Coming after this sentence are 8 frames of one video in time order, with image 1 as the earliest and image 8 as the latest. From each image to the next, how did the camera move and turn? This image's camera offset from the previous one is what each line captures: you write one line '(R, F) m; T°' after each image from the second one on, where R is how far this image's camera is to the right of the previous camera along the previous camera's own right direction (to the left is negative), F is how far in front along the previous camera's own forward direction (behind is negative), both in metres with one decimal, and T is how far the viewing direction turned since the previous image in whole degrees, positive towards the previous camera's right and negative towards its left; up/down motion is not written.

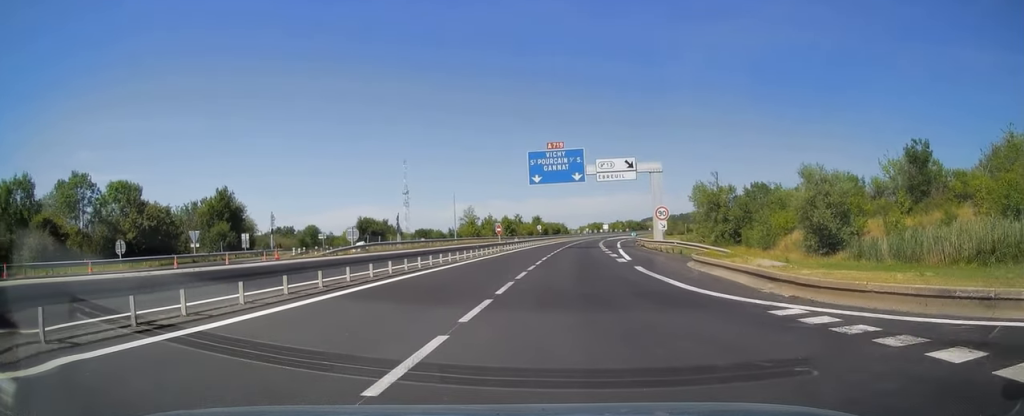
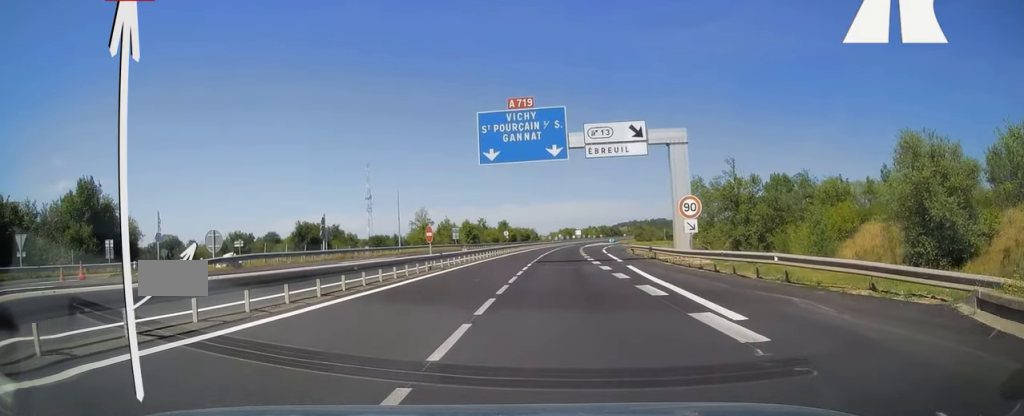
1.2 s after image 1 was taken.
(+0.4, +20.1) m; +3°
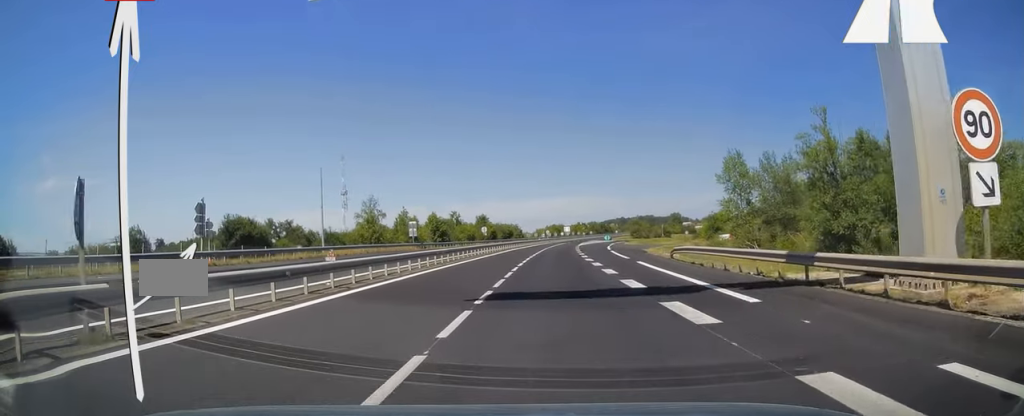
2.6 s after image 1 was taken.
(+0.6, +24.6) m; +2°
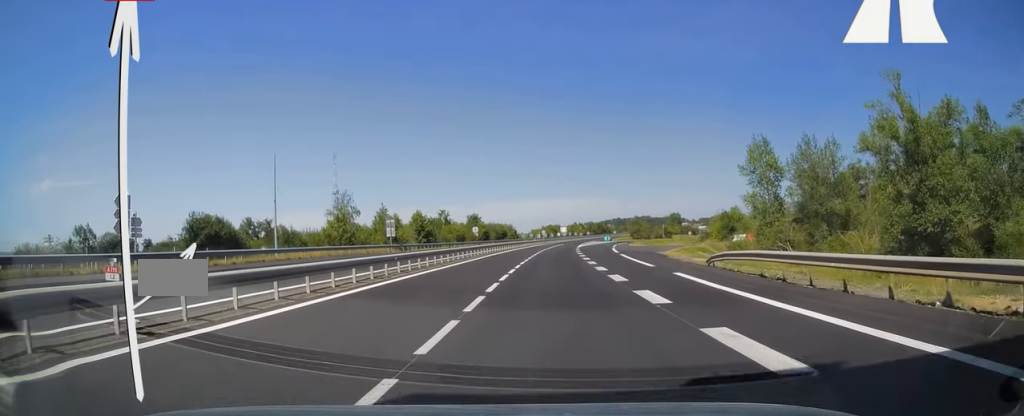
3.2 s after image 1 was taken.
(0.0, +9.8) m; 0°
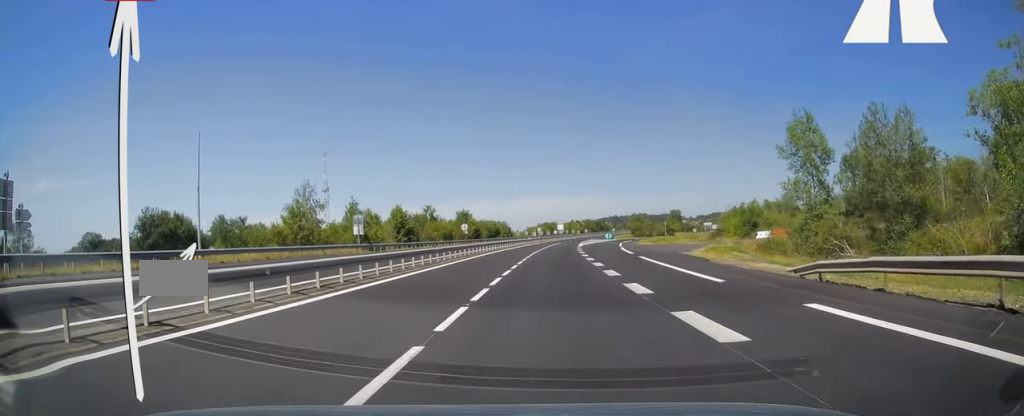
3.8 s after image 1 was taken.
(+0.1, +11.3) m; 0°
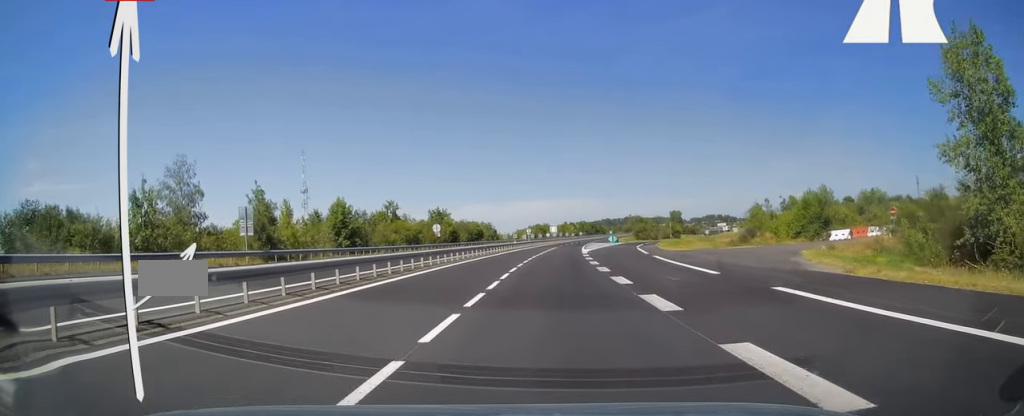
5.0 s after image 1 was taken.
(+0.2, +22.4) m; +1°
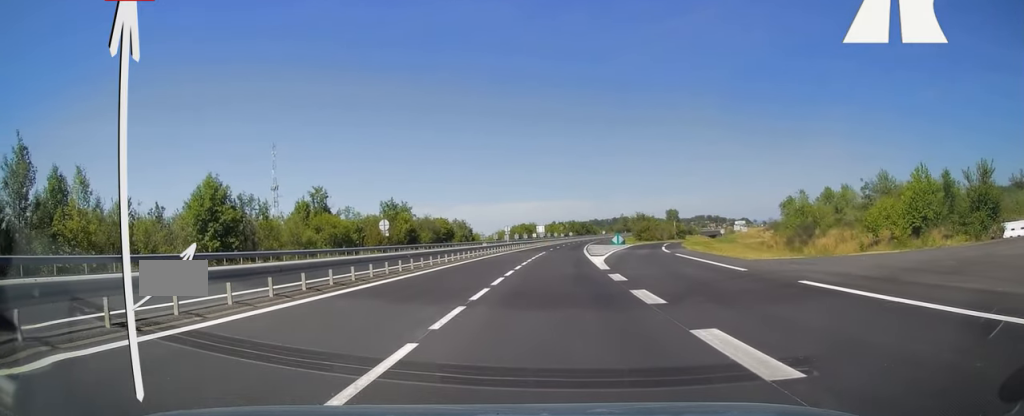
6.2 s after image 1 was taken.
(+0.2, +24.6) m; +1°
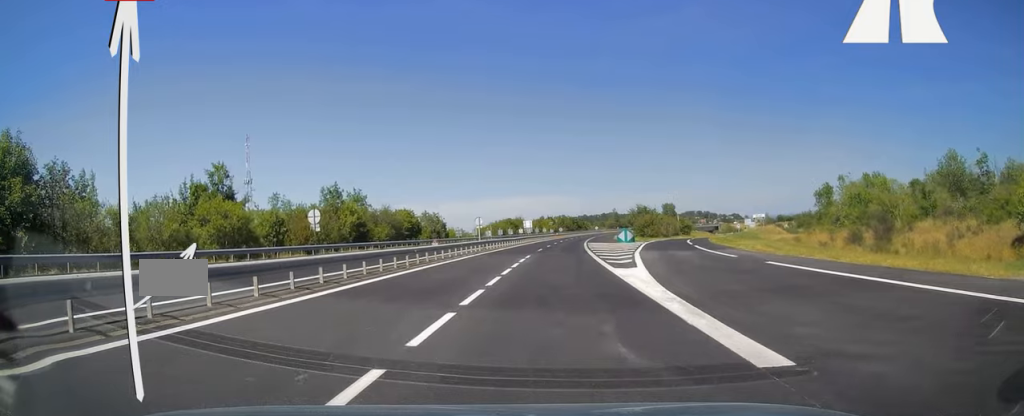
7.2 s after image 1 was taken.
(+0.1, +18.9) m; +1°
